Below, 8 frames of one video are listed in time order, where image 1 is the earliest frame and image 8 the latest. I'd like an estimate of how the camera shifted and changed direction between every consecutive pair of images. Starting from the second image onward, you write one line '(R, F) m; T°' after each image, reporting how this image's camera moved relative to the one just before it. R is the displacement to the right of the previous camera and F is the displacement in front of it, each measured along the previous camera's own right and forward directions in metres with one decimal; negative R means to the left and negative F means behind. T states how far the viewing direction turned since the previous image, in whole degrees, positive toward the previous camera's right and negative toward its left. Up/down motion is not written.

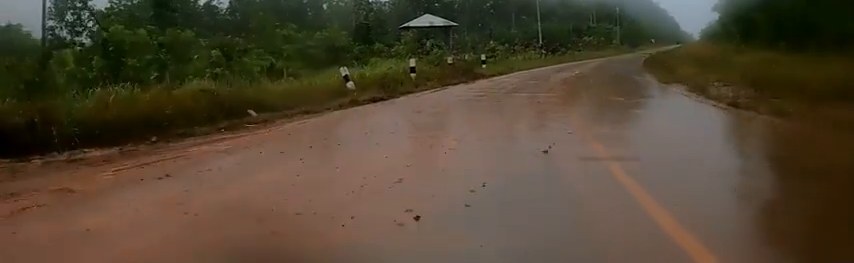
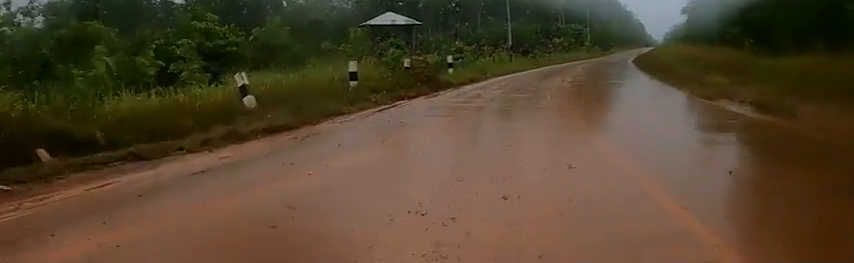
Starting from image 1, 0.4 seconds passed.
(+0.4, +5.1) m; +4°
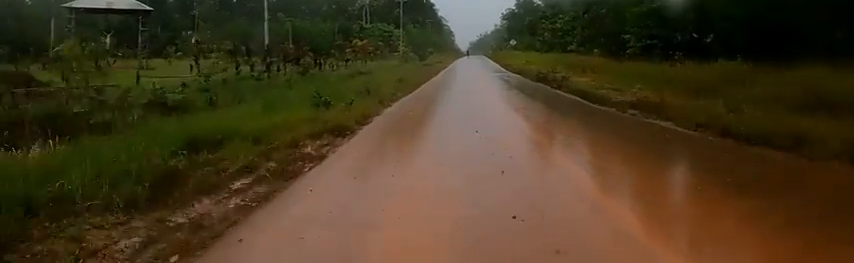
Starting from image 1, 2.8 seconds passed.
(+1.1, +28.6) m; +7°
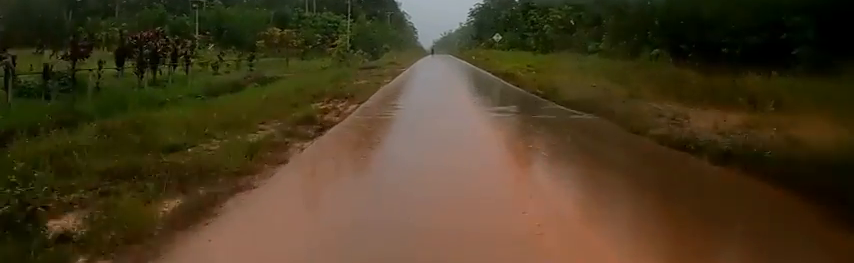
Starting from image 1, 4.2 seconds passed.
(-0.1, +18.2) m; -5°
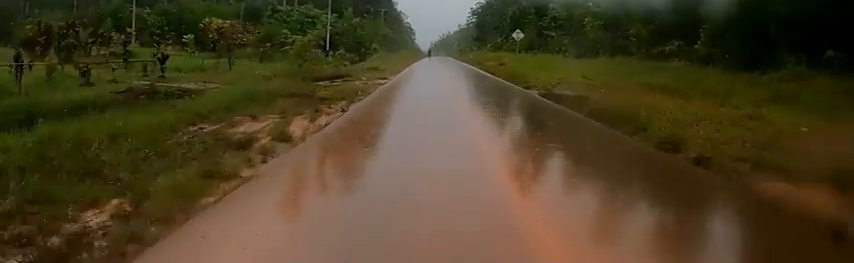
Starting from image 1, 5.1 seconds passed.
(-0.3, +11.3) m; +3°
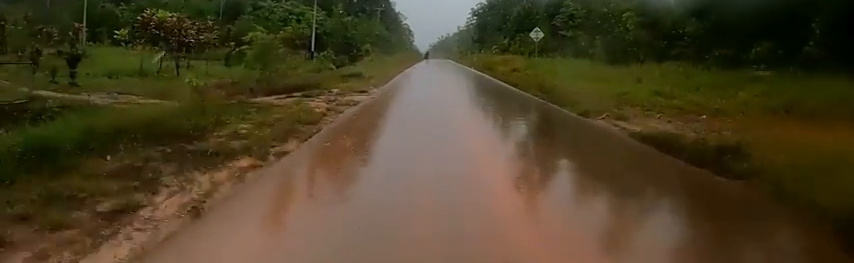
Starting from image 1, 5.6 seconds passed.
(0.0, +6.3) m; +3°
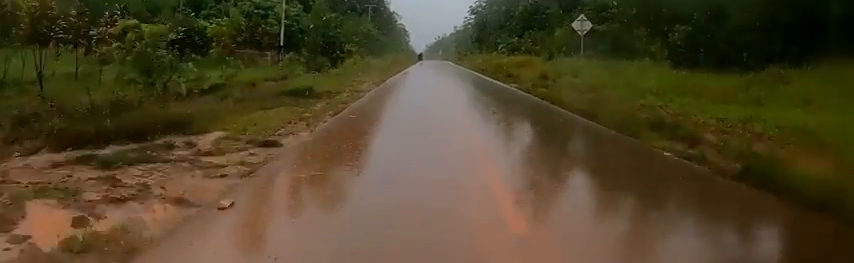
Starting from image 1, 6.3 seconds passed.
(+1.0, +8.8) m; +2°
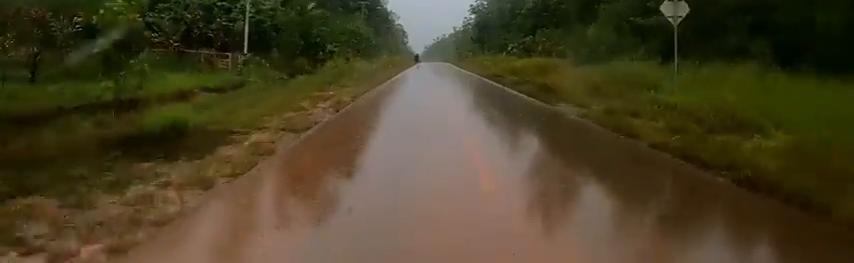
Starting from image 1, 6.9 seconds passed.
(-0.3, +7.7) m; -2°
